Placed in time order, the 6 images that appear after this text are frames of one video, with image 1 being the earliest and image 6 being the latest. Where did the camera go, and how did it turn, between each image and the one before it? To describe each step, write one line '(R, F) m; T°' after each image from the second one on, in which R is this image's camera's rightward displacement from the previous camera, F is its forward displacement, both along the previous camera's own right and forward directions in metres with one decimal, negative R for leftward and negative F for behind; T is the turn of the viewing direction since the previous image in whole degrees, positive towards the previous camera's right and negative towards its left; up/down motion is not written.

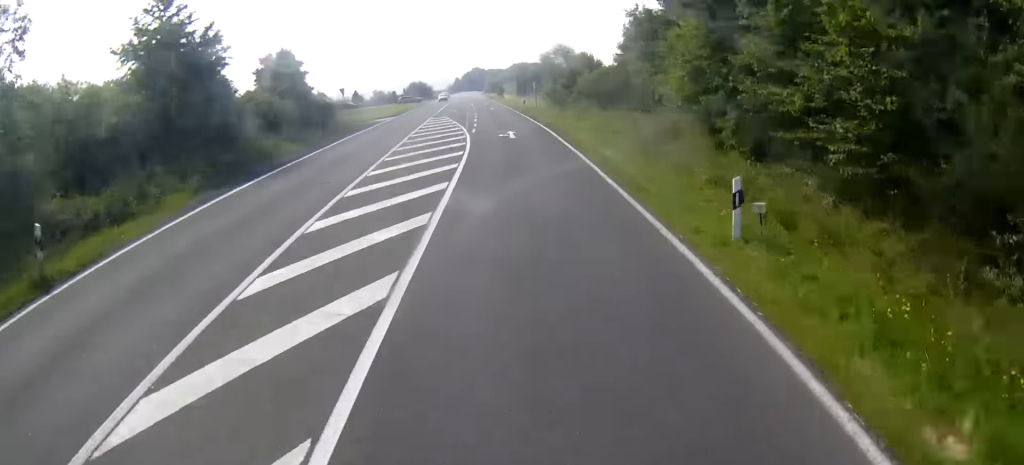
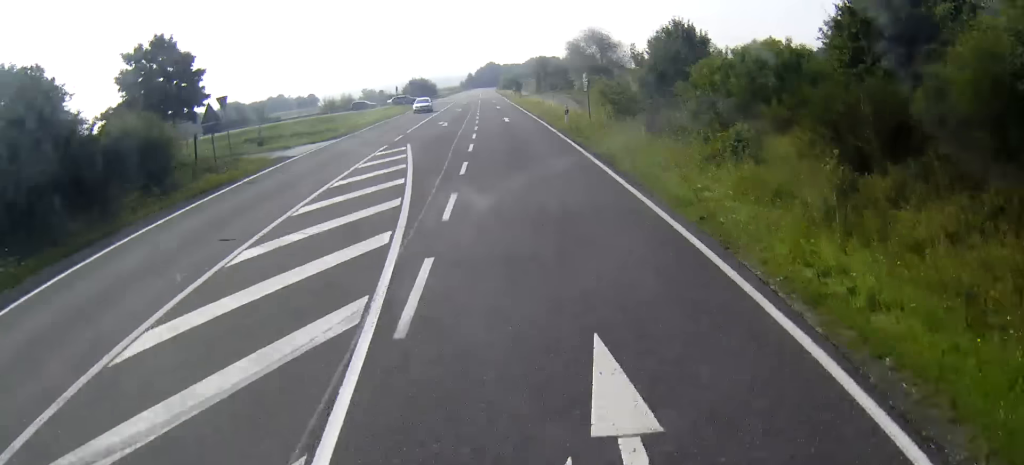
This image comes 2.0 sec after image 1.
(+0.2, +30.9) m; +1°
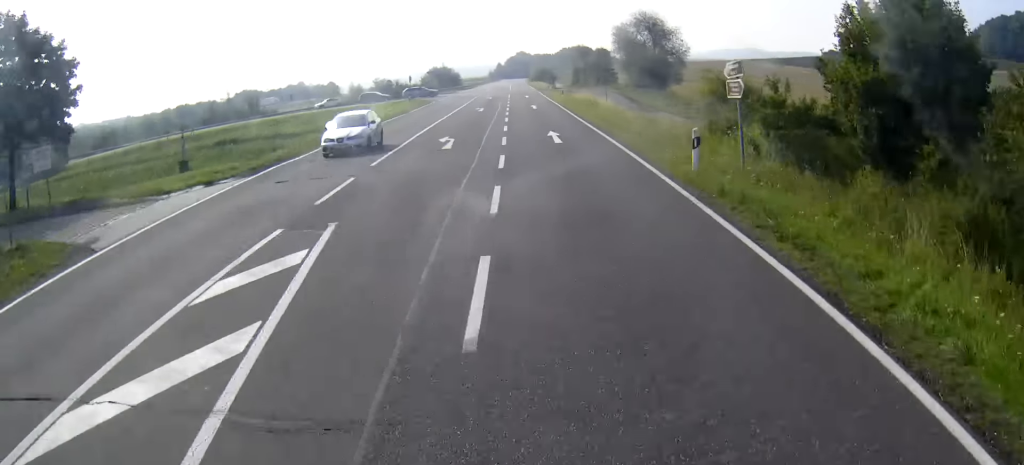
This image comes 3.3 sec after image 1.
(-0.1, +19.3) m; -2°
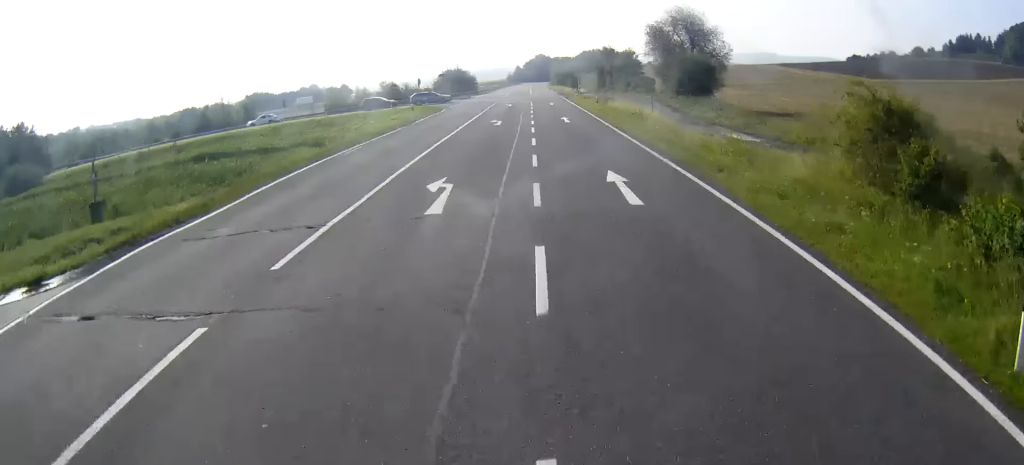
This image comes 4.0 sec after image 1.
(-0.2, +11.2) m; -2°
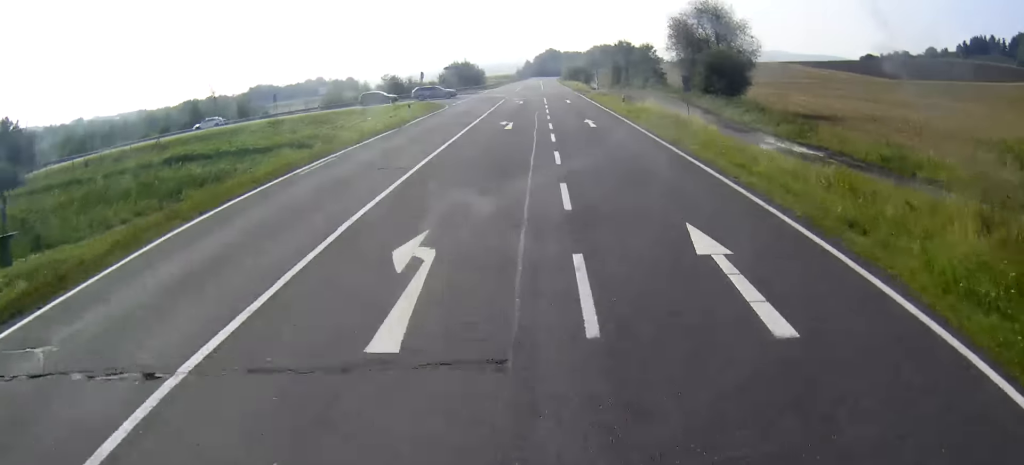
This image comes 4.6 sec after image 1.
(-0.1, +7.4) m; -1°
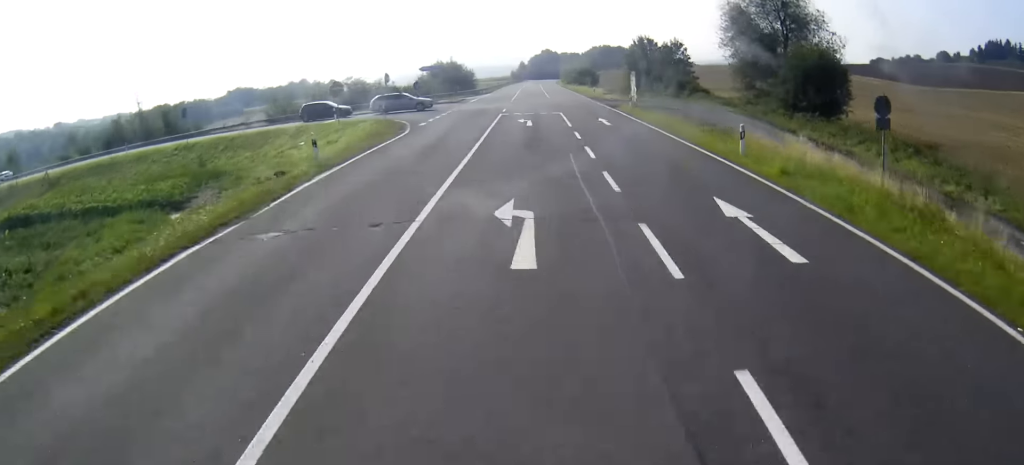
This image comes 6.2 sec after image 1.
(-0.3, +22.7) m; -1°
